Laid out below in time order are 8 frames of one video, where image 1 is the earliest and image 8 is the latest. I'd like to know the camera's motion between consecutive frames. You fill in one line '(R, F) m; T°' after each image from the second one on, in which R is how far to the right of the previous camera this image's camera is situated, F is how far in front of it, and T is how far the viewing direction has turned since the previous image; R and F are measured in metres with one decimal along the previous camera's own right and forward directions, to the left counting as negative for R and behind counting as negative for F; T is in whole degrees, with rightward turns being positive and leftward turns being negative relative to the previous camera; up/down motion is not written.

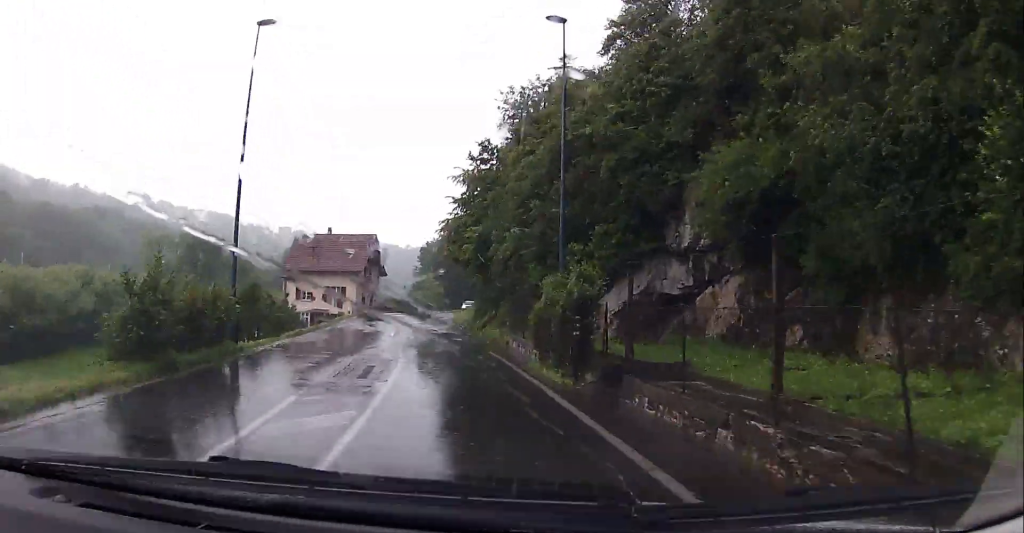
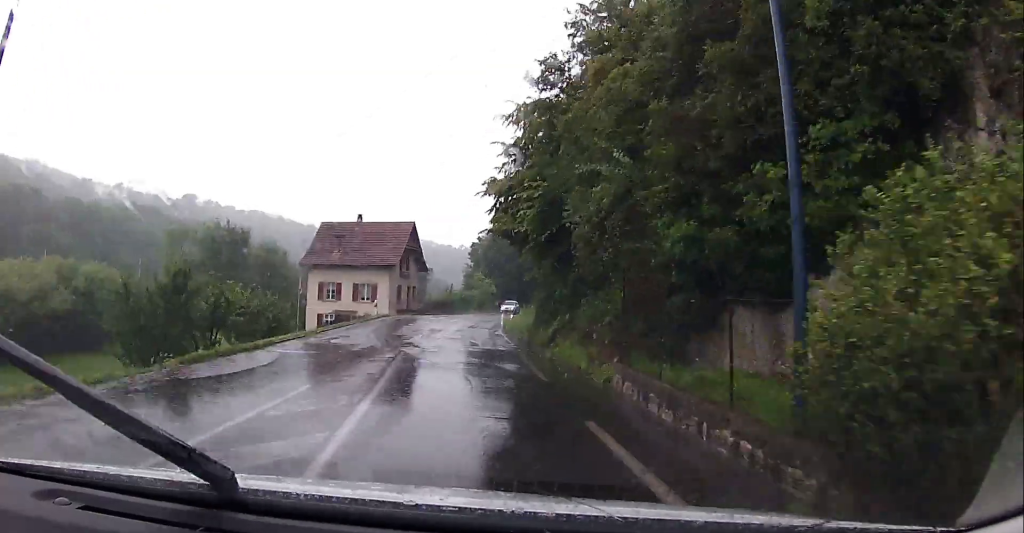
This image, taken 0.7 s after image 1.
(-0.4, +11.9) m; -3°
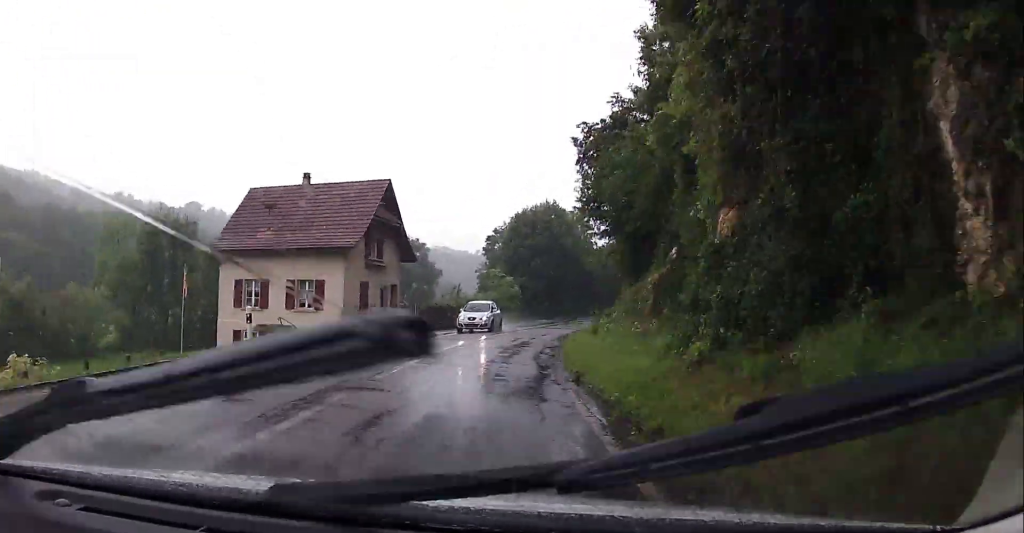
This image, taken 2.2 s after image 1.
(-1.1, +24.6) m; -2°
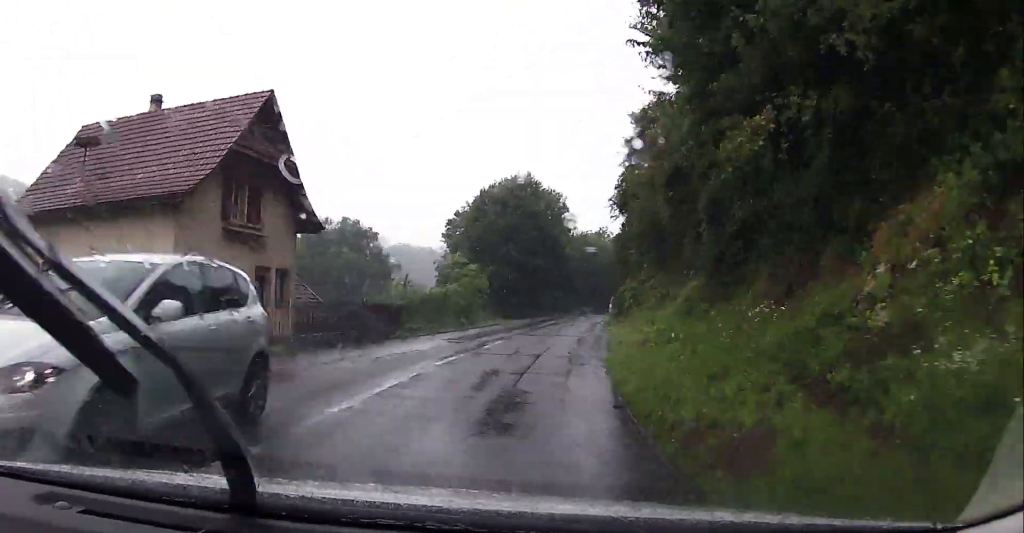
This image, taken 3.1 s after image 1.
(+0.5, +15.7) m; +4°
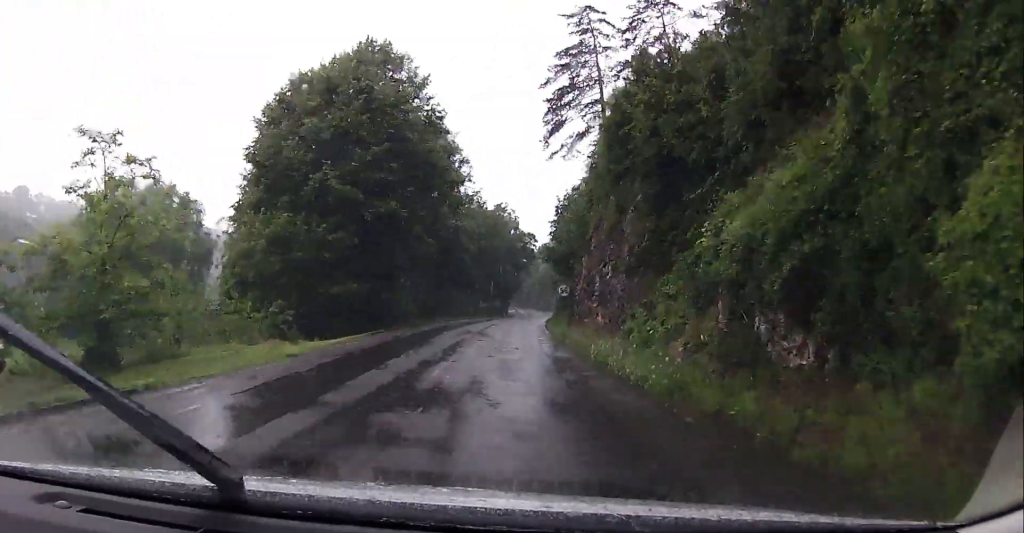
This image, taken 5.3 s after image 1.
(+2.7, +35.3) m; +8°
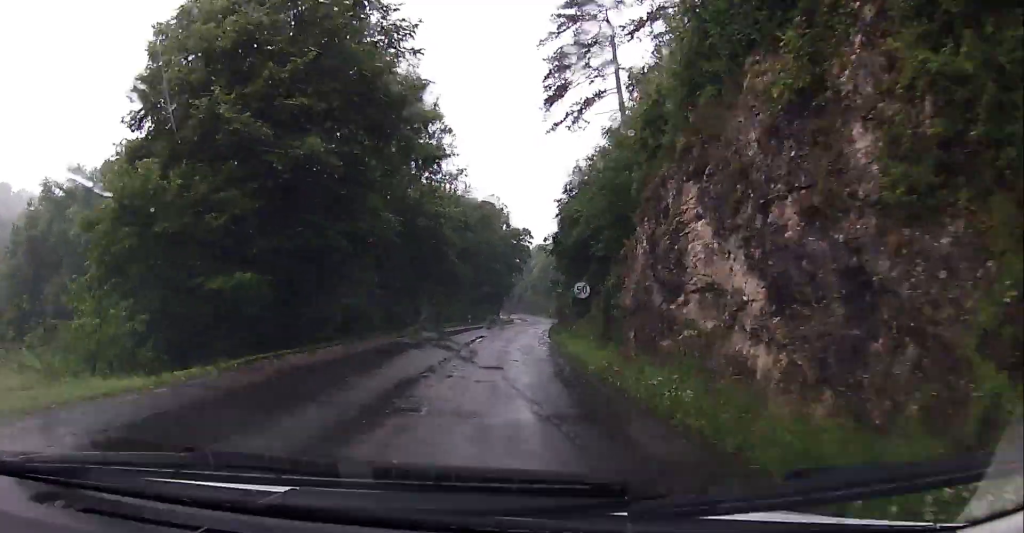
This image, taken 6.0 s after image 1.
(+0.3, +11.2) m; +1°
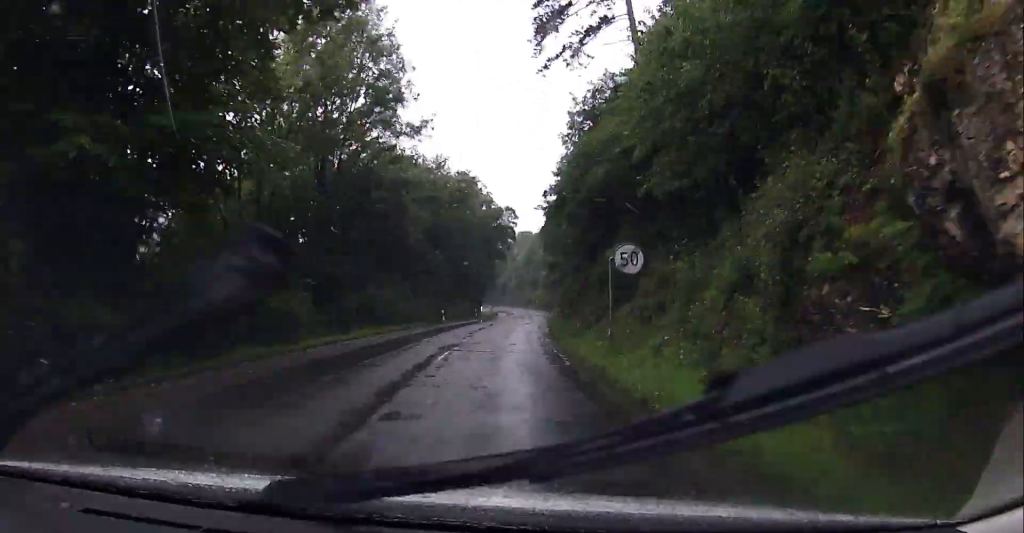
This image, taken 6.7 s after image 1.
(+0.1, +12.1) m; +2°
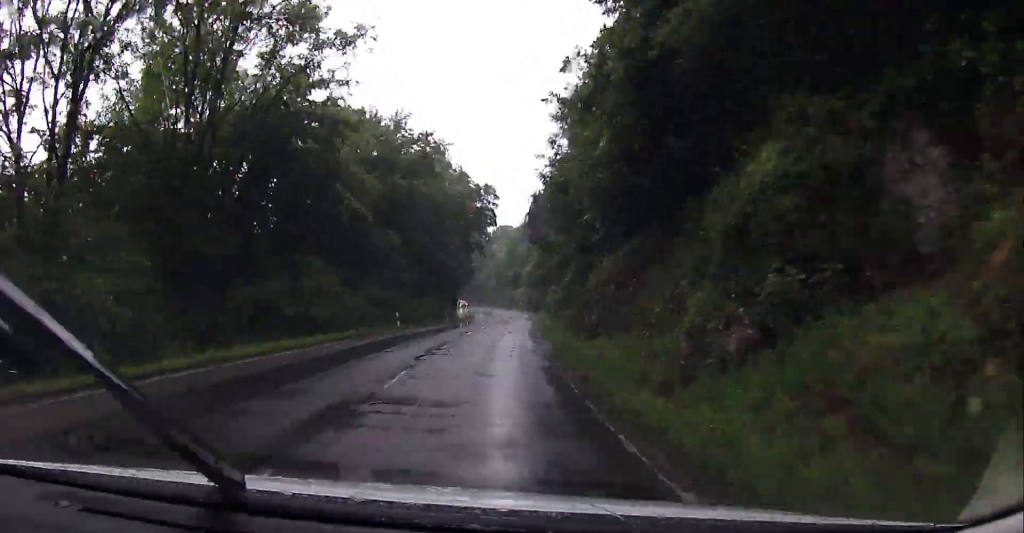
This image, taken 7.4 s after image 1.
(+0.1, +13.0) m; +3°
